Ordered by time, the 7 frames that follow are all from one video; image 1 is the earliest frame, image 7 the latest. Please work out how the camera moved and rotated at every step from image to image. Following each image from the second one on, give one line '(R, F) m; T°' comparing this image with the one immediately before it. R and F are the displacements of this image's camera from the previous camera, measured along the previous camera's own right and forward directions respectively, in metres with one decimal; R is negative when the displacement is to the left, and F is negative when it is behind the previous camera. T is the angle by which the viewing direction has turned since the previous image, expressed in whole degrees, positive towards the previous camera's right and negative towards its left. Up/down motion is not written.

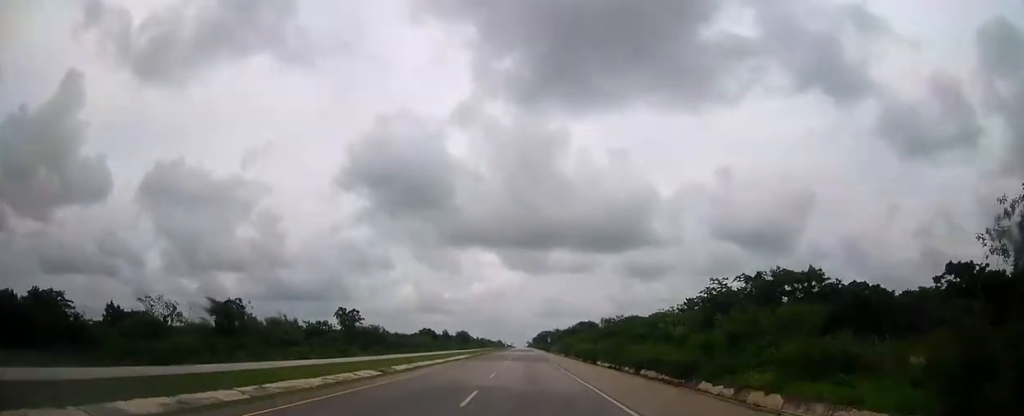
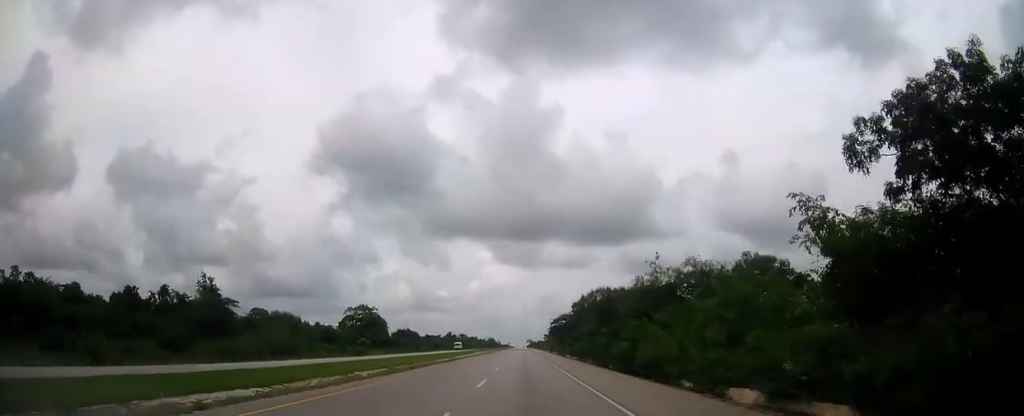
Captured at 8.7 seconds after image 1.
(+0.1, +270.0) m; 0°
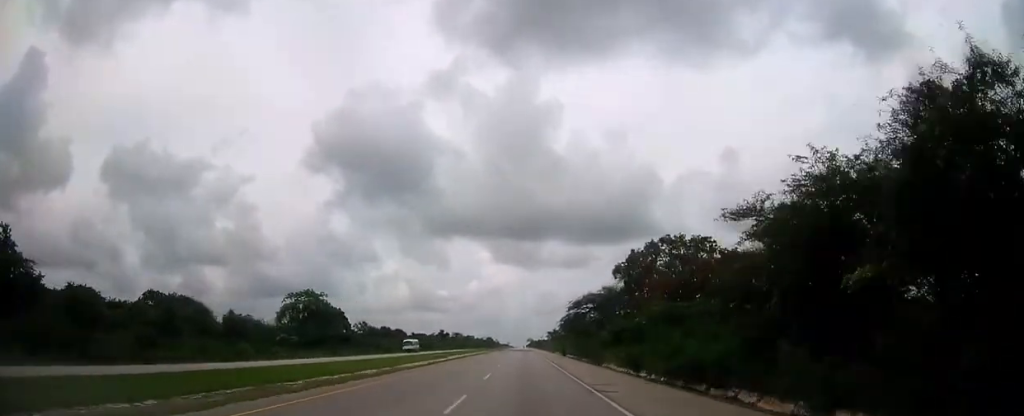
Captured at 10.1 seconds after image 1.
(-0.1, +43.1) m; 0°
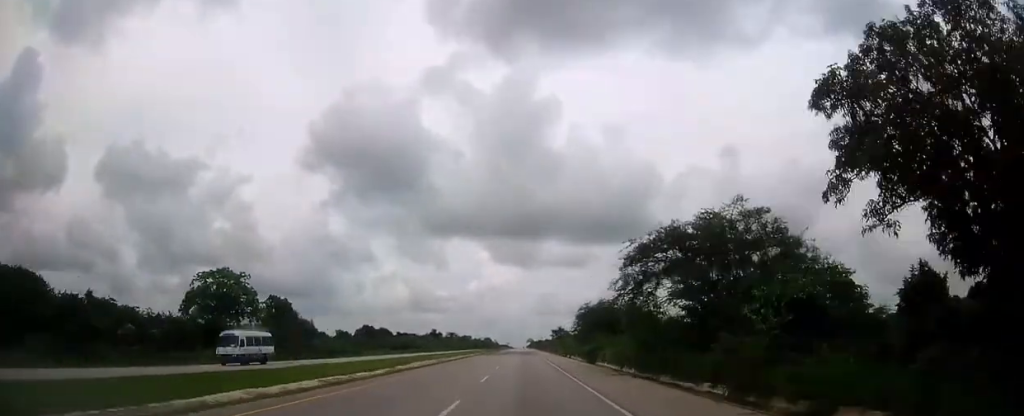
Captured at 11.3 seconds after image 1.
(+0.1, +37.2) m; 0°
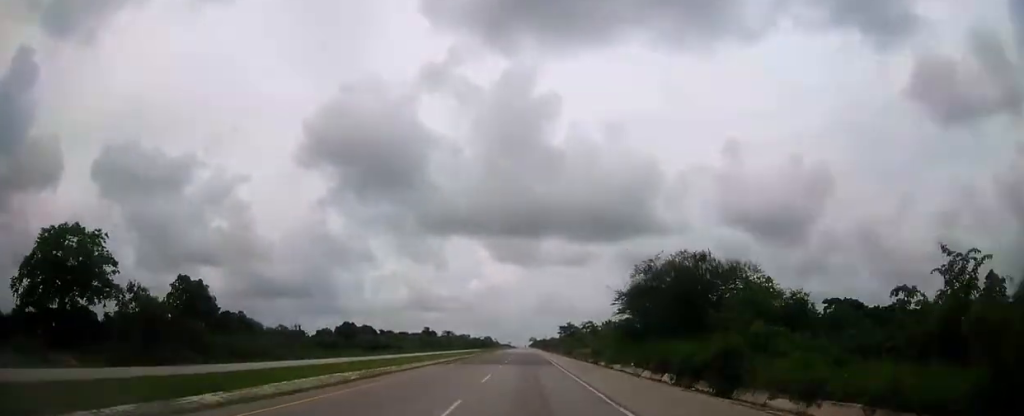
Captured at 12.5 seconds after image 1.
(+0.1, +37.3) m; 0°
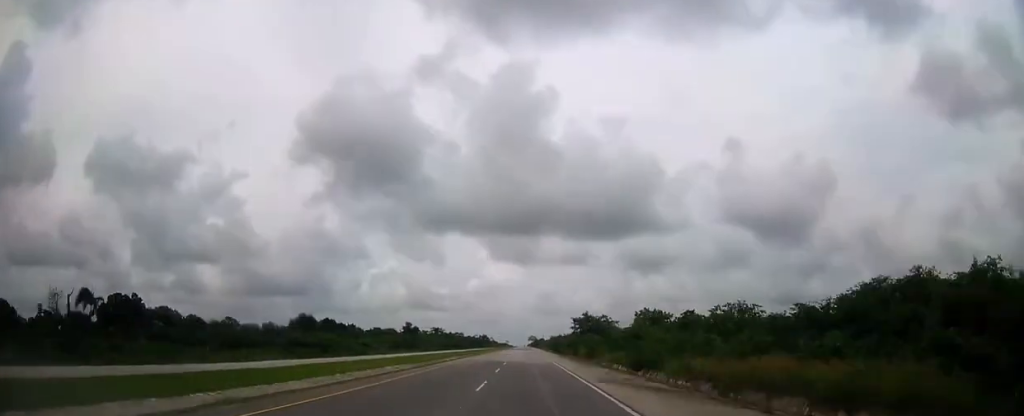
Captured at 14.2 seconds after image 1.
(-0.1, +52.4) m; 0°
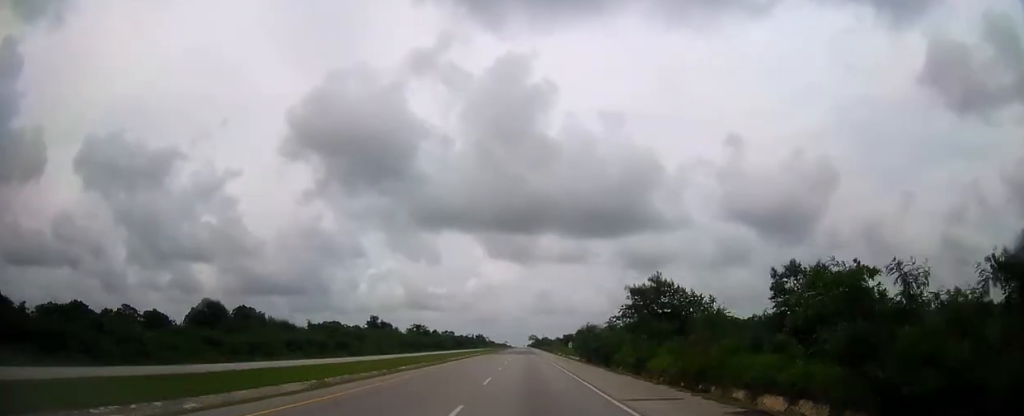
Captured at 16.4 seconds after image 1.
(-0.1, +68.1) m; 0°
